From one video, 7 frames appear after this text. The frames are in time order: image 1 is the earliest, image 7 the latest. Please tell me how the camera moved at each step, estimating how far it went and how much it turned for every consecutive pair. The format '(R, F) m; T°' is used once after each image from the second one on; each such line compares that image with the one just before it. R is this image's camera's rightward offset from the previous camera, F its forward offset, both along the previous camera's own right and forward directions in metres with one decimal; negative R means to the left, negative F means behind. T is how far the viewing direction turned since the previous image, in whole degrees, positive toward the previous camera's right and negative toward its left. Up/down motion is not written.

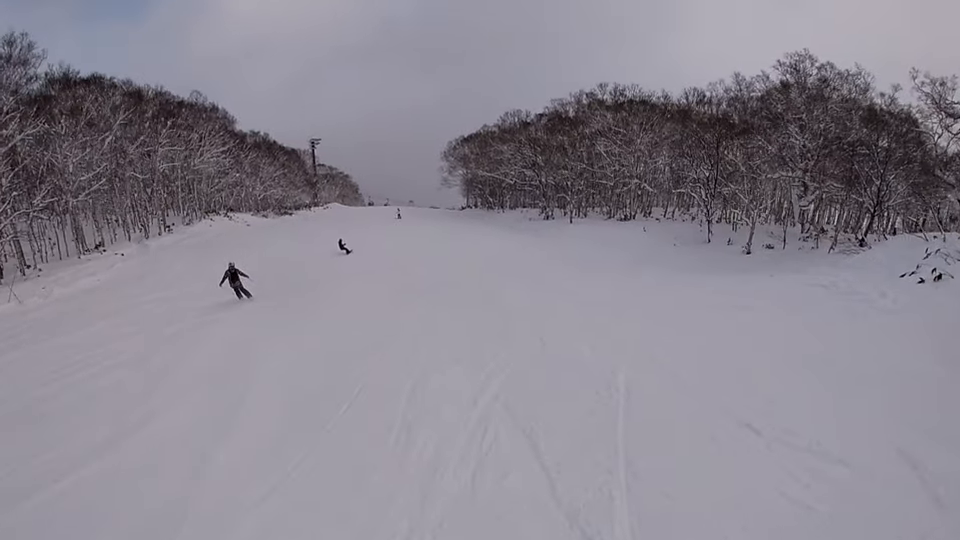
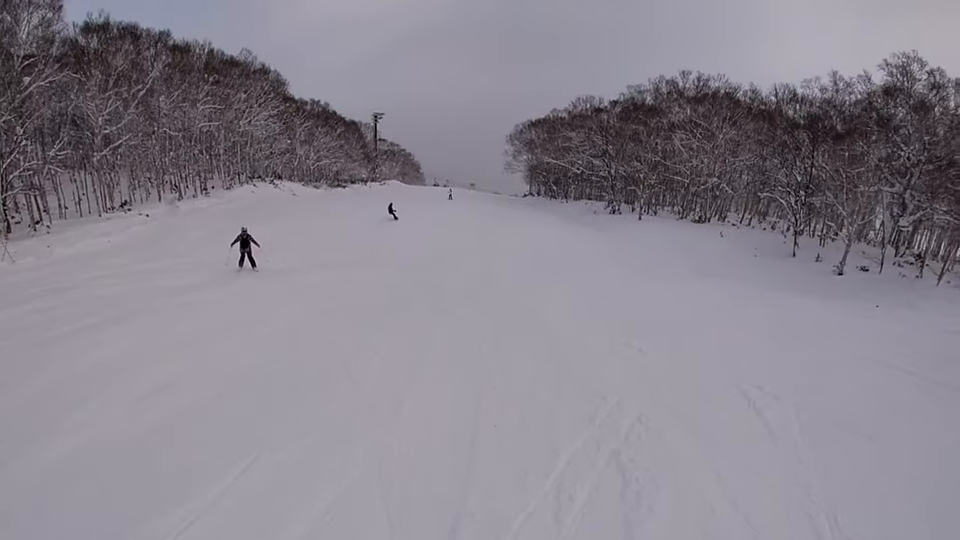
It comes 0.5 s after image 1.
(0.0, +4.2) m; 0°
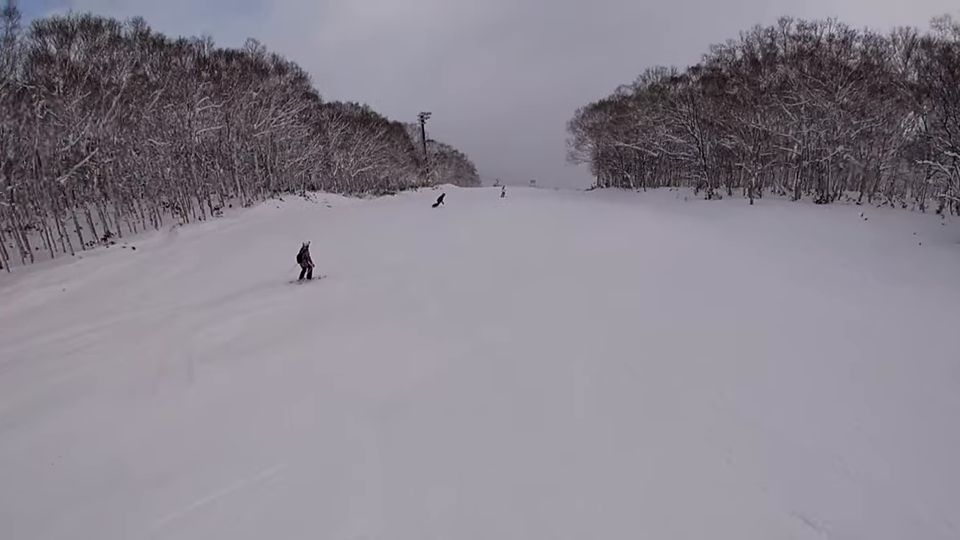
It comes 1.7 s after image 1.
(-0.2, +9.7) m; -9°
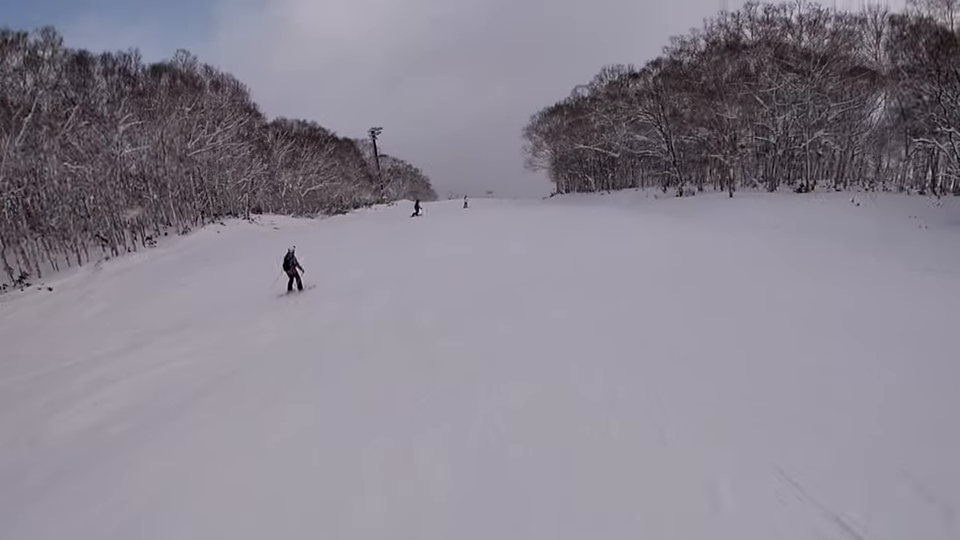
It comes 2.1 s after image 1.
(-0.6, +3.6) m; +4°
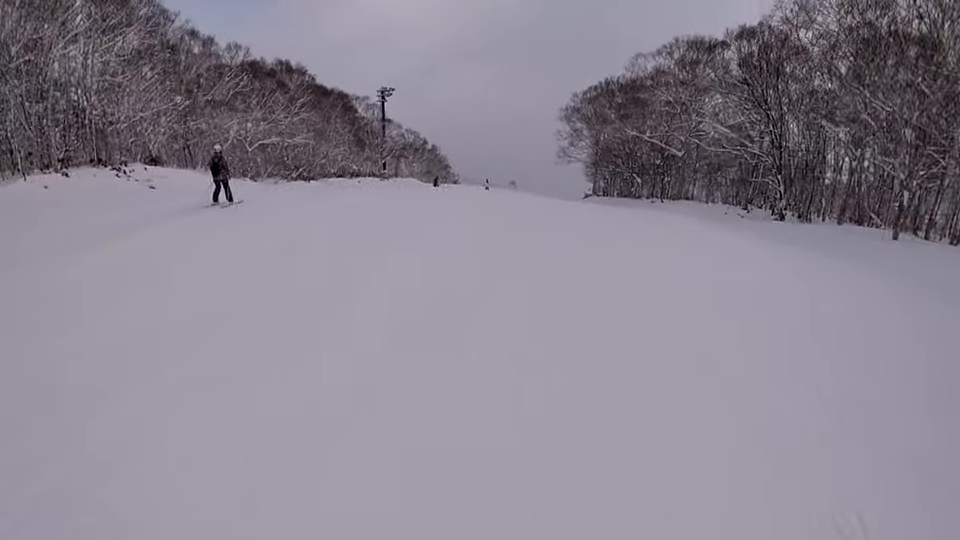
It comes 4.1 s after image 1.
(+1.4, +15.8) m; 0°
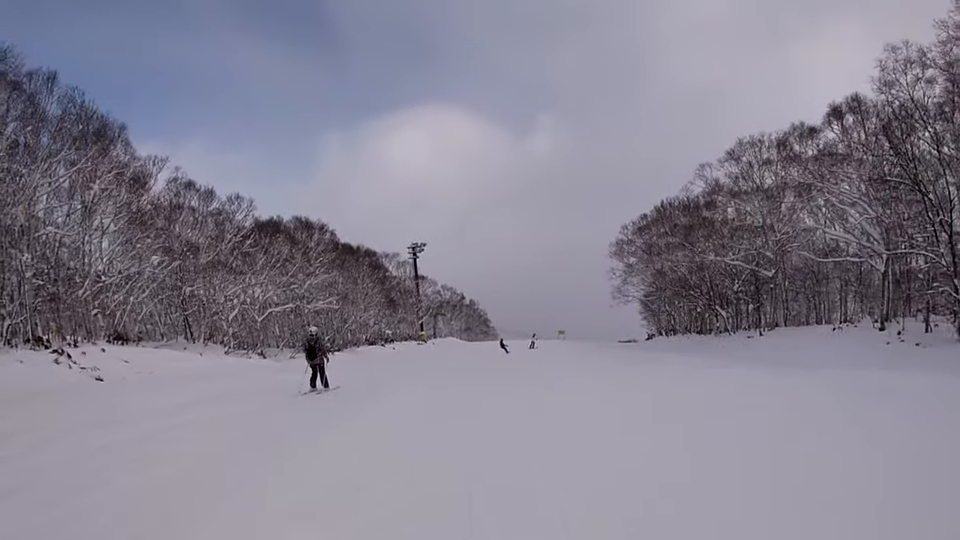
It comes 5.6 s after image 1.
(-0.5, +11.2) m; -8°
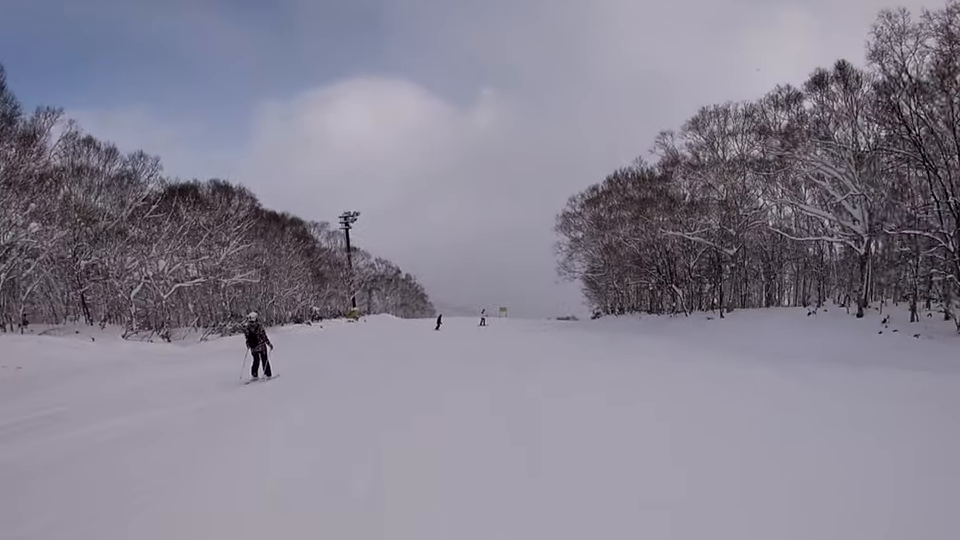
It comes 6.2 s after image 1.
(-0.8, +4.5) m; 0°
